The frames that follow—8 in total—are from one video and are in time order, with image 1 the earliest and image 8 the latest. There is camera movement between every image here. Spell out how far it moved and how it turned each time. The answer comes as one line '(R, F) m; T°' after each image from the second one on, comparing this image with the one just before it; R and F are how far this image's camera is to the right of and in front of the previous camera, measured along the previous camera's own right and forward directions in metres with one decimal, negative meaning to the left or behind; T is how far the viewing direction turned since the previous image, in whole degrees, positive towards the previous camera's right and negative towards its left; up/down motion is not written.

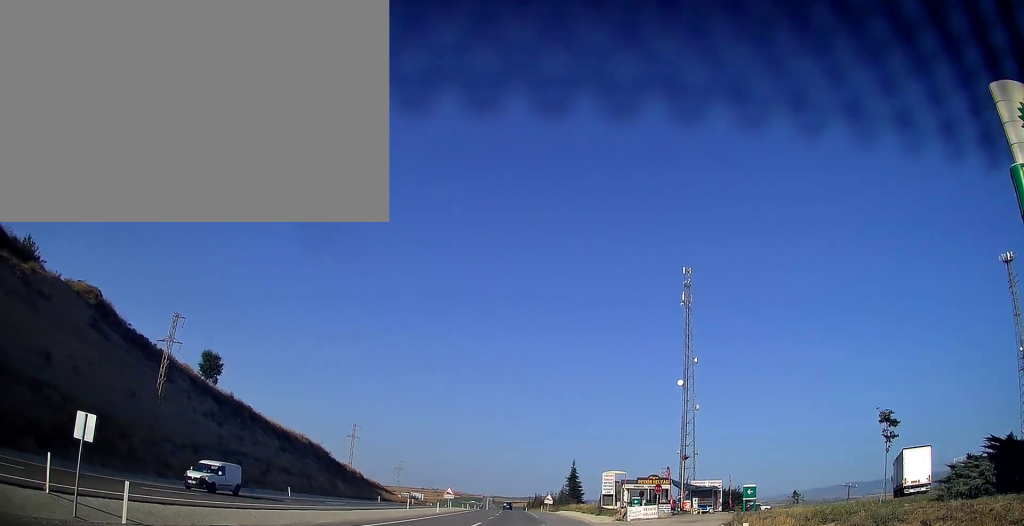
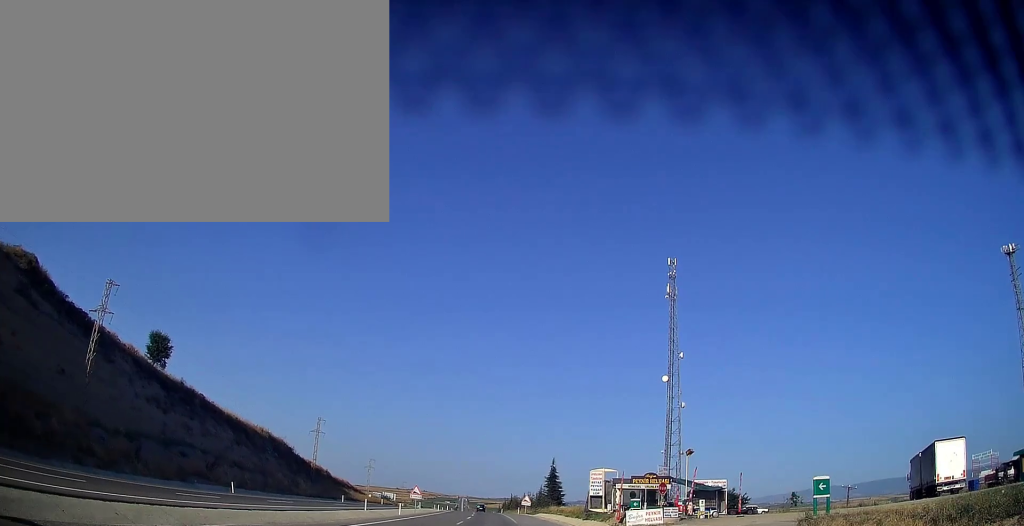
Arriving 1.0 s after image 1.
(+0.1, +7.8) m; +1°
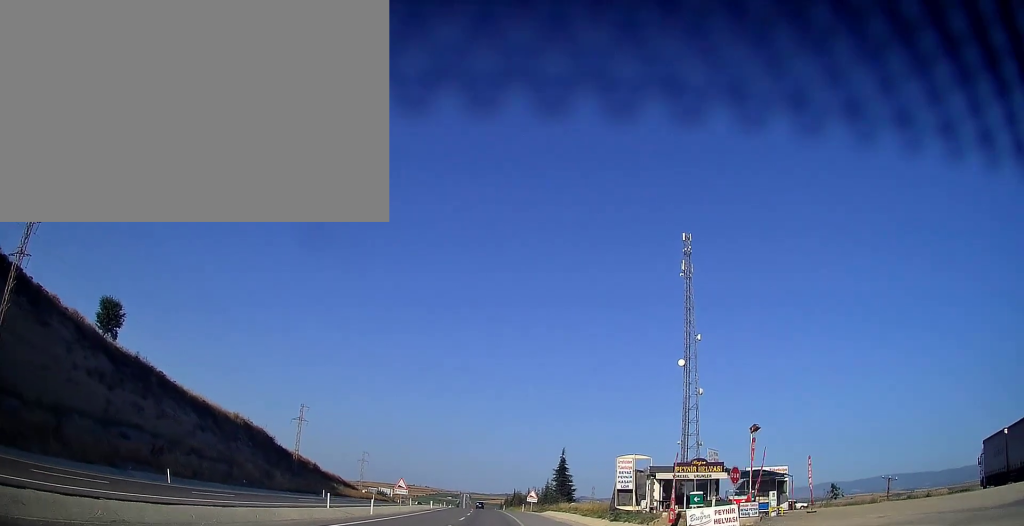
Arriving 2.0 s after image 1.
(+0.1, +10.6) m; -1°
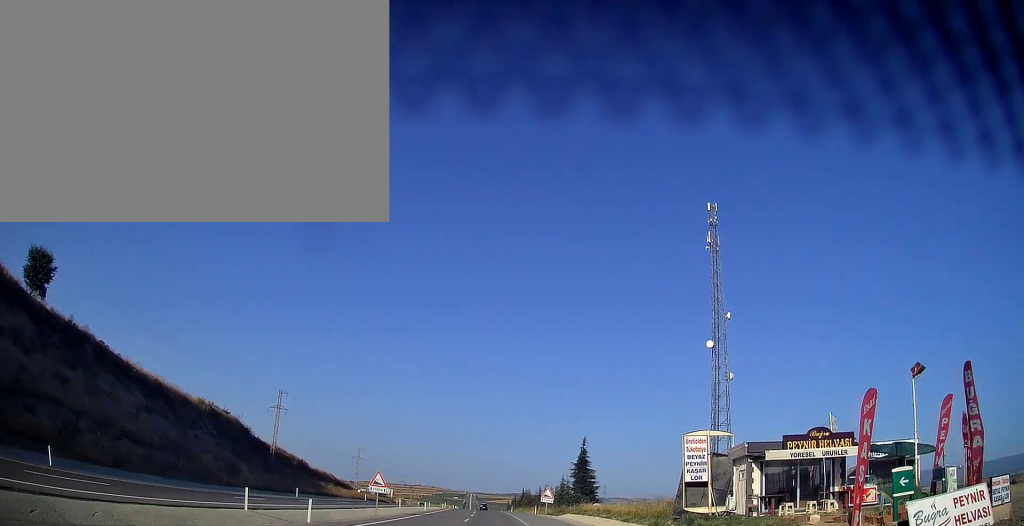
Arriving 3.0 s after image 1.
(-0.3, +13.5) m; -1°
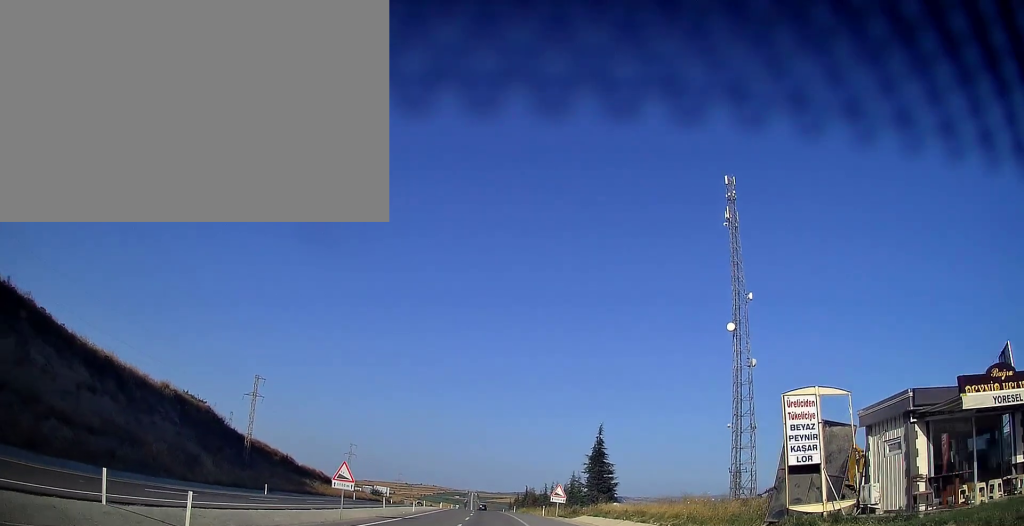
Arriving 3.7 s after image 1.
(0.0, +9.7) m; 0°
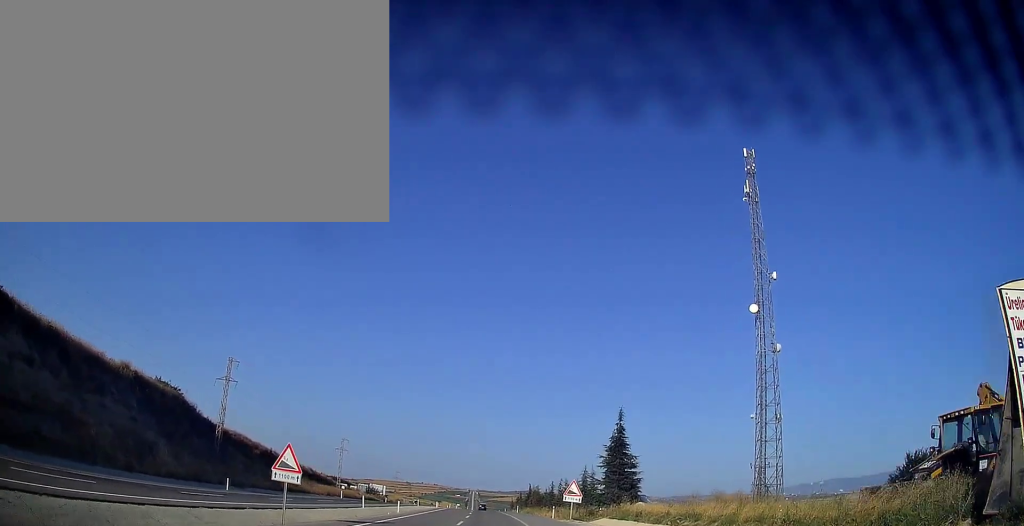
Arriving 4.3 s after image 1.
(-0.1, +9.9) m; 0°
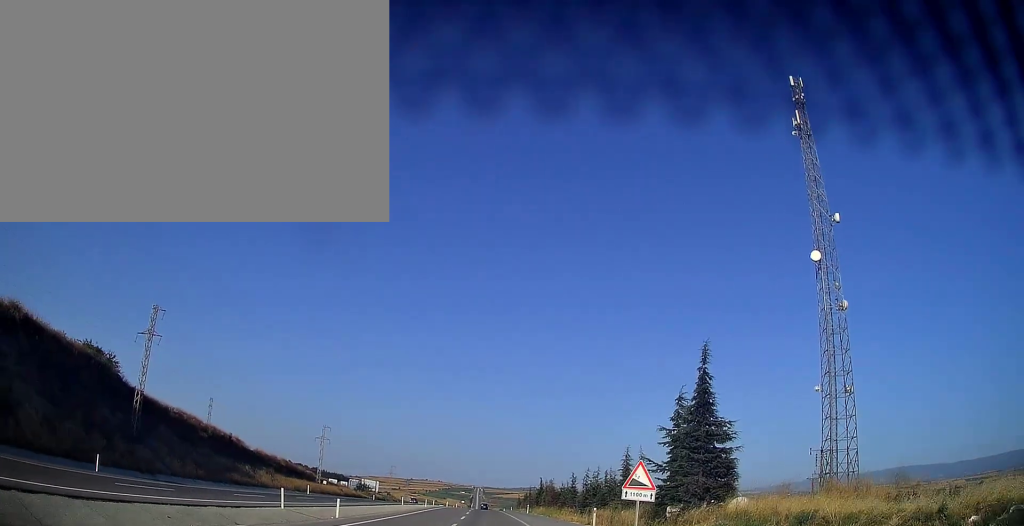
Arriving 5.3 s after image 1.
(-0.1, +18.2) m; 0°
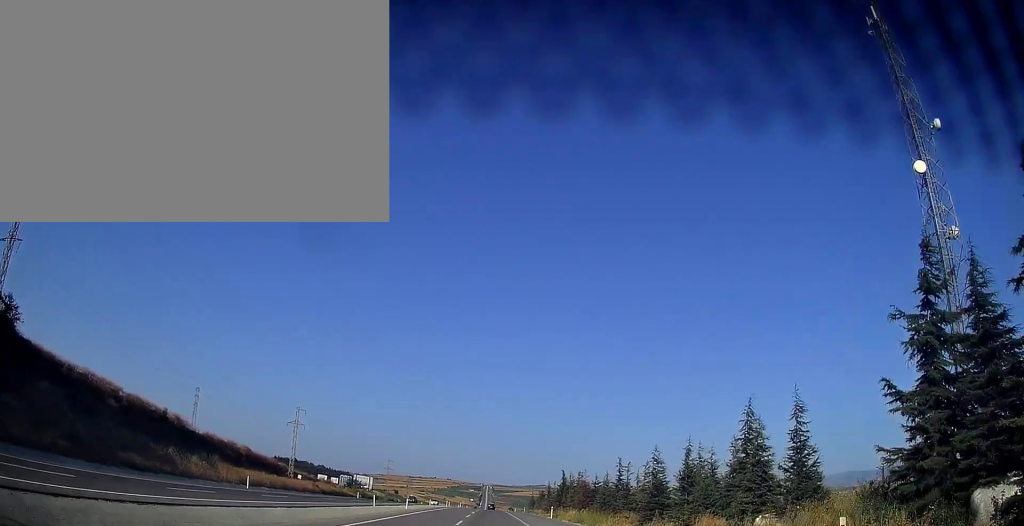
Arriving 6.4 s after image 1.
(0.0, +21.9) m; 0°
